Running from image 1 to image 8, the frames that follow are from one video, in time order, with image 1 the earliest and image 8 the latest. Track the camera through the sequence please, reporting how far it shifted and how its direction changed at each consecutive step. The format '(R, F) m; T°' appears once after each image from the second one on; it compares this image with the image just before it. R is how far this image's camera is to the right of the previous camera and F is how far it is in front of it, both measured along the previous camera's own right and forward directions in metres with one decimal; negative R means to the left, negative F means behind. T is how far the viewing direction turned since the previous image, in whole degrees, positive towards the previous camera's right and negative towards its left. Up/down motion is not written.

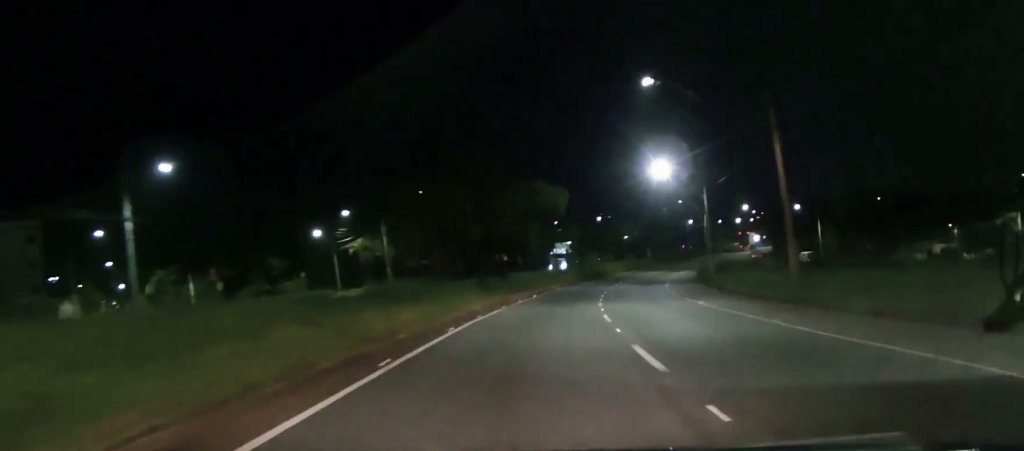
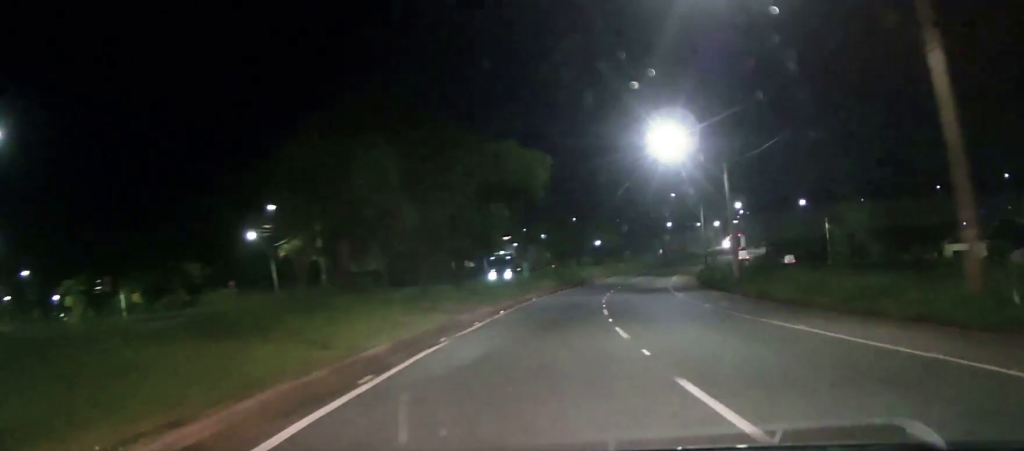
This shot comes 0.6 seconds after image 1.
(+0.2, +13.0) m; +2°
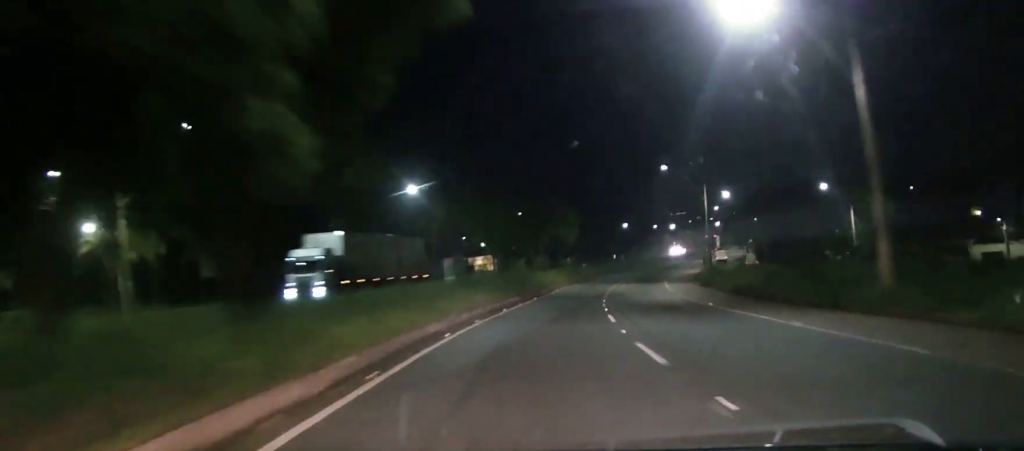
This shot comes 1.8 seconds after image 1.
(+0.9, +22.6) m; +5°
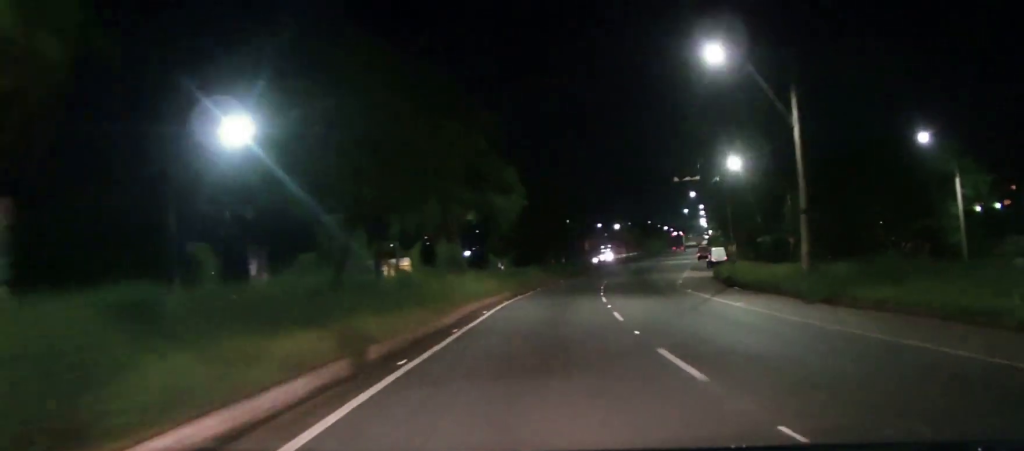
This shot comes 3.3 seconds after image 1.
(+1.4, +28.9) m; +6°
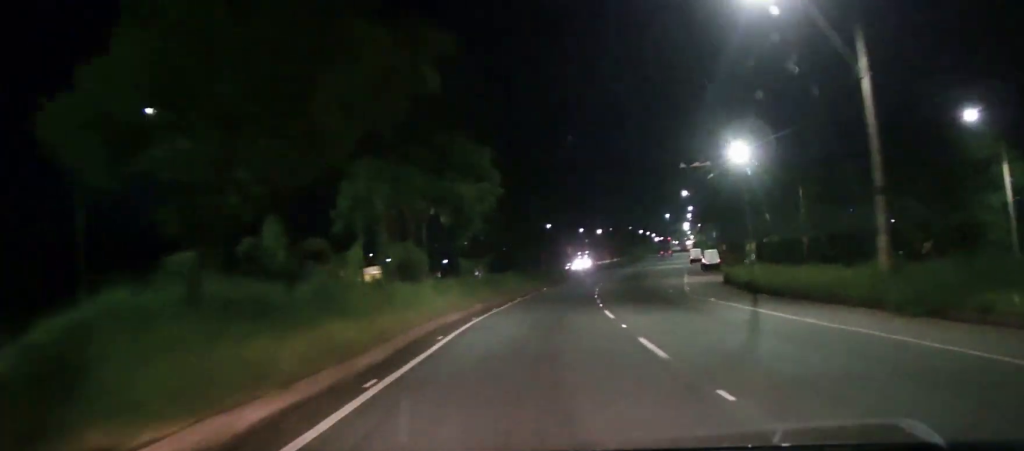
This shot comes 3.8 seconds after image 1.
(+0.3, +7.3) m; +1°
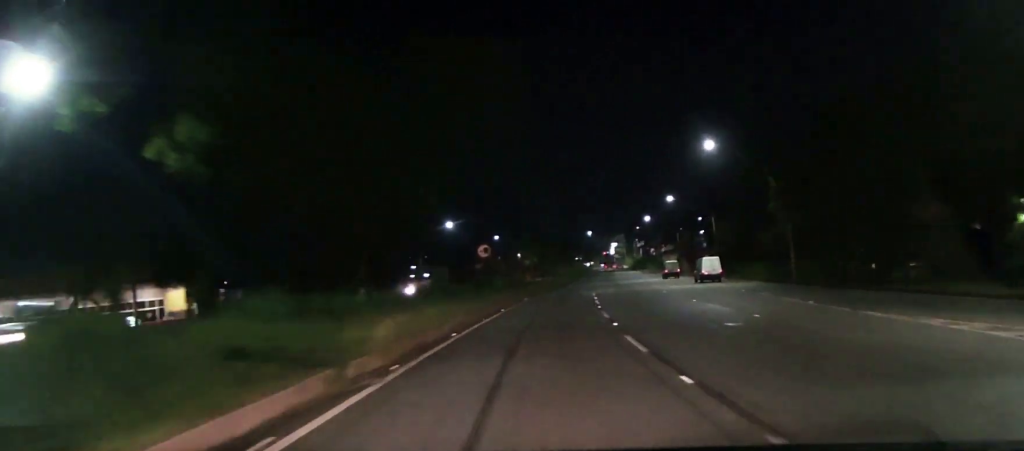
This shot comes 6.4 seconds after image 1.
(+2.8, +43.6) m; +8°
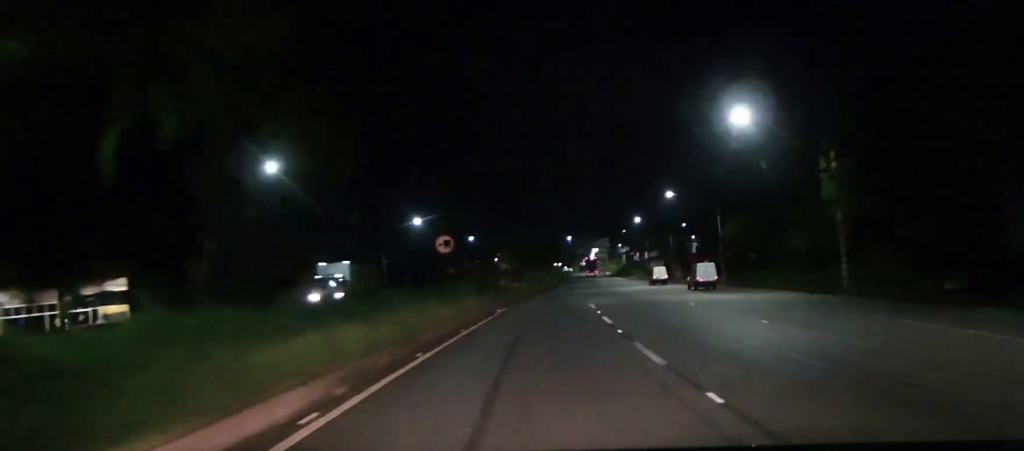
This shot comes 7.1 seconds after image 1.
(+0.2, +10.4) m; +2°
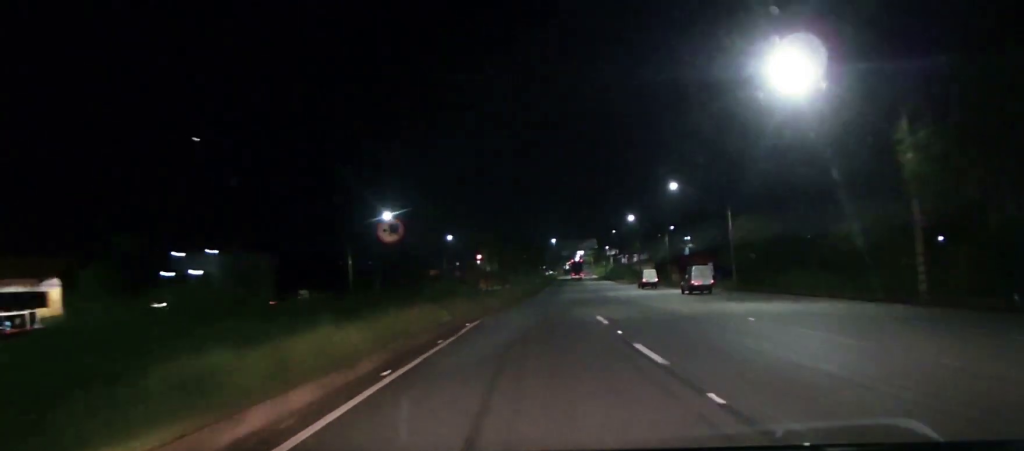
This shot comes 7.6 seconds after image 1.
(+0.1, +8.8) m; +1°
